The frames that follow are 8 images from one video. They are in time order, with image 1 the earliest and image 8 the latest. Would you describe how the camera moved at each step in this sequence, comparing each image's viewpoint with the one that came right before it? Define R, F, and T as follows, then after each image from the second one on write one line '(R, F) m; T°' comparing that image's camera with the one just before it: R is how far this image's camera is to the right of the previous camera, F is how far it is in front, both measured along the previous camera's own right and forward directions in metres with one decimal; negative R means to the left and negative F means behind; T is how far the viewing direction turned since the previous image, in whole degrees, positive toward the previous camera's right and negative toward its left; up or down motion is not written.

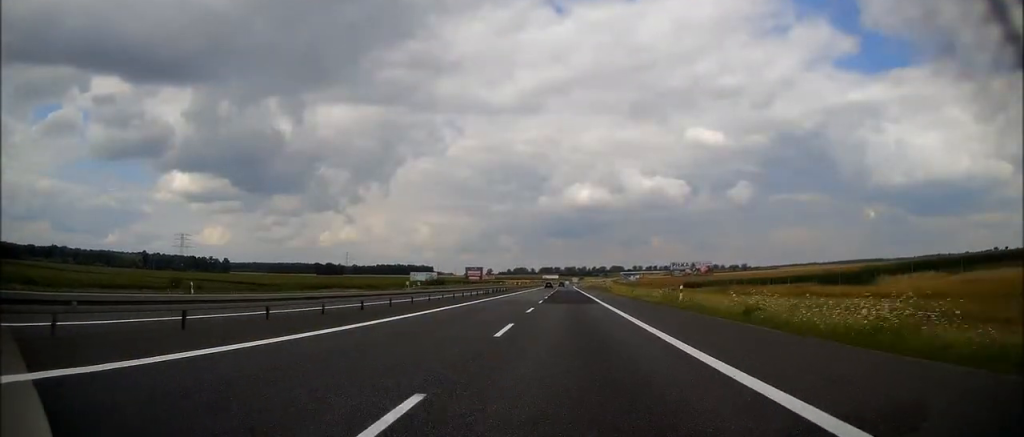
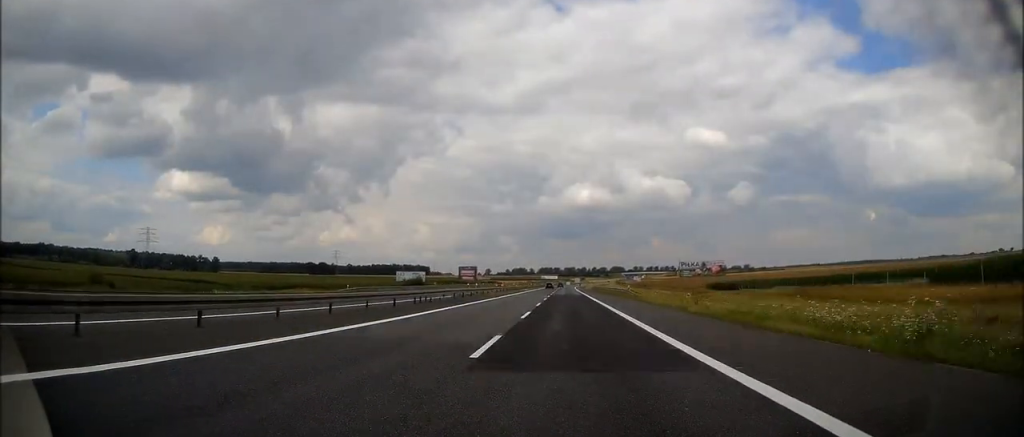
(-0.1, +27.5) m; +1°
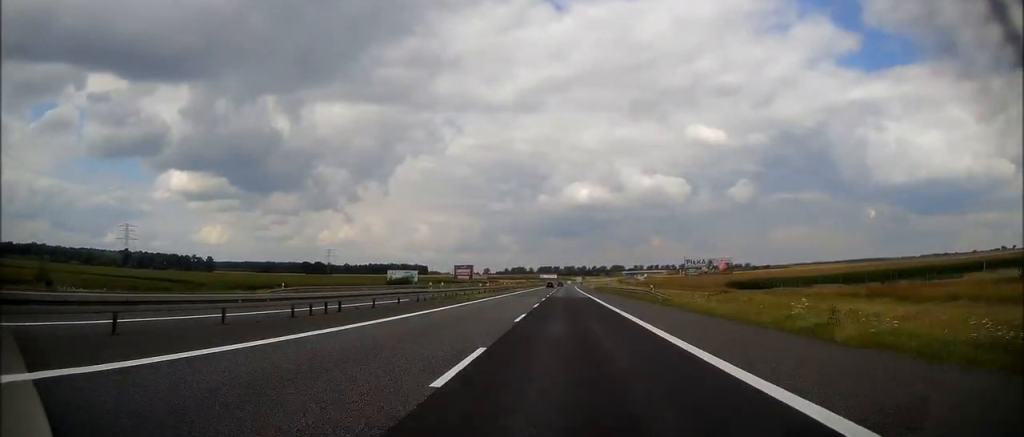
(+0.2, +15.0) m; 0°
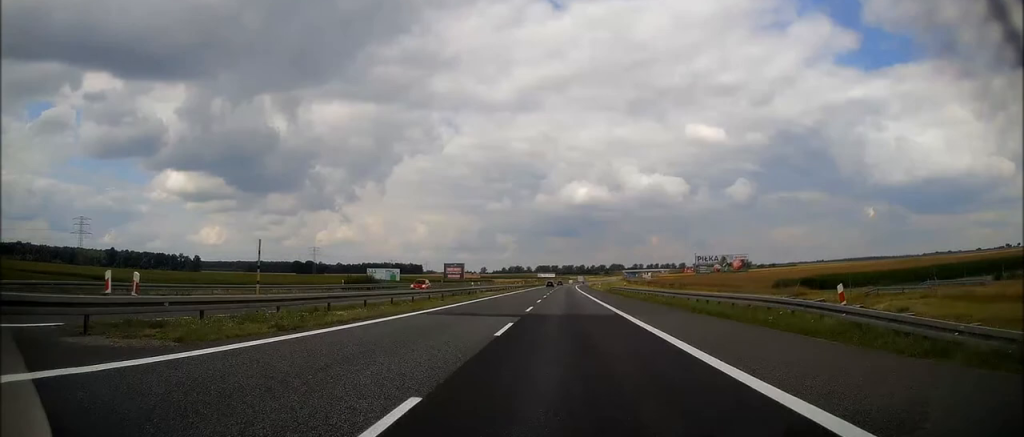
(+0.2, +28.7) m; 0°
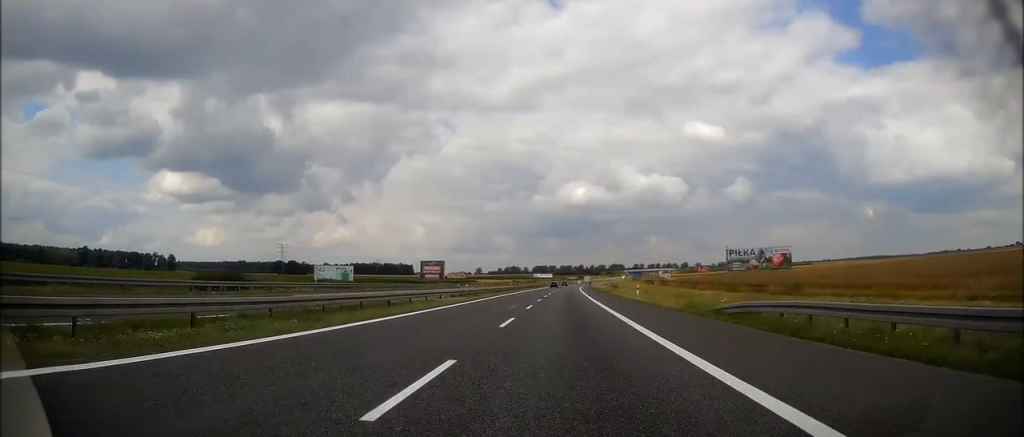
(-0.5, +56.2) m; 0°
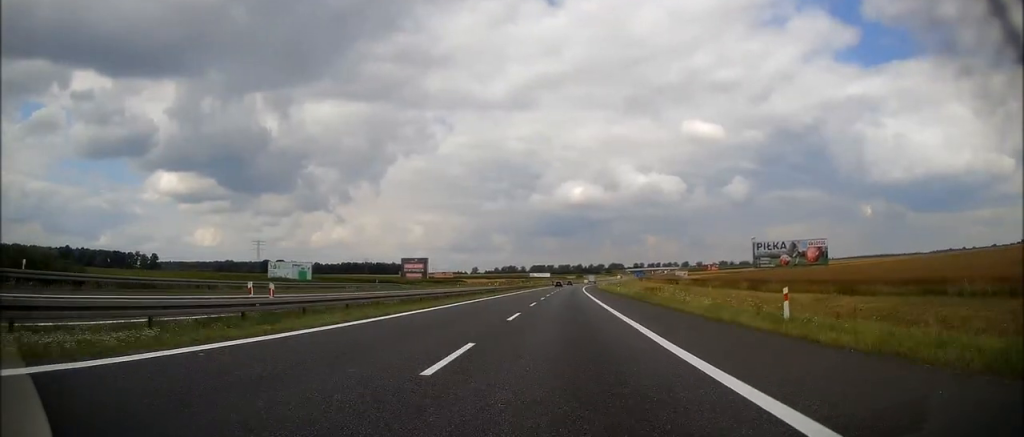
(+0.1, +33.7) m; 0°
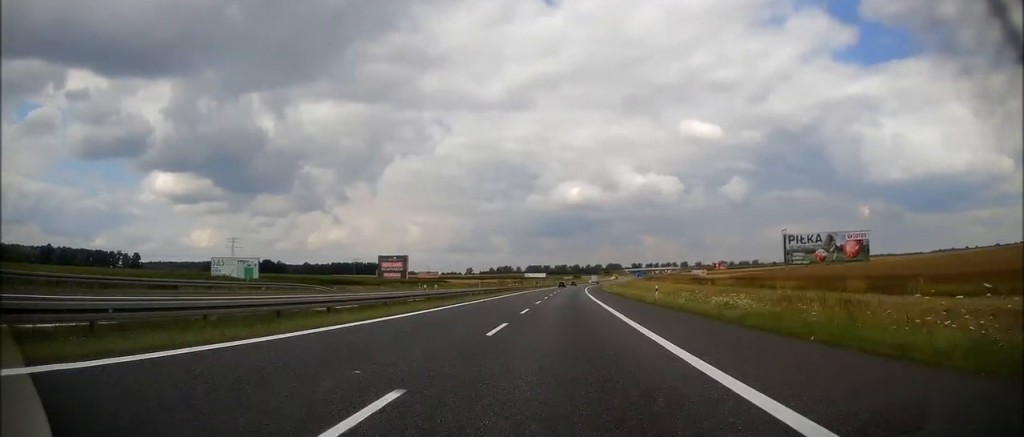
(+0.2, +29.9) m; 0°
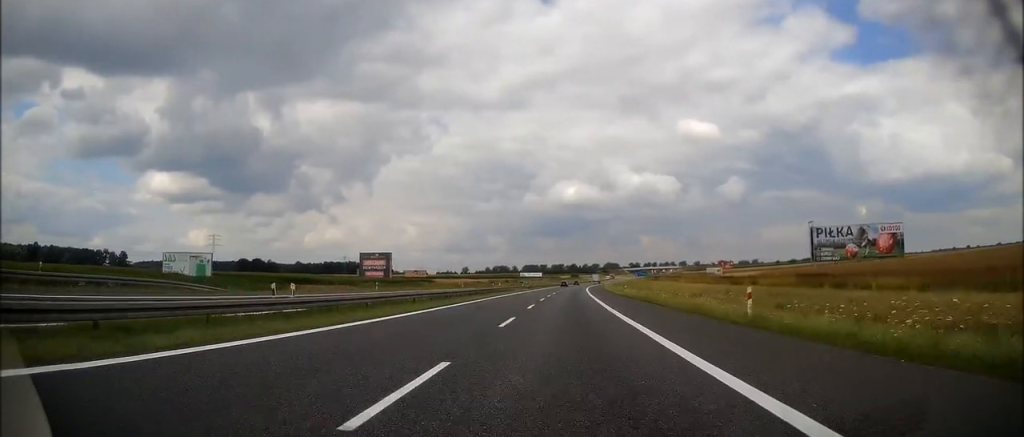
(0.0, +19.9) m; 0°
